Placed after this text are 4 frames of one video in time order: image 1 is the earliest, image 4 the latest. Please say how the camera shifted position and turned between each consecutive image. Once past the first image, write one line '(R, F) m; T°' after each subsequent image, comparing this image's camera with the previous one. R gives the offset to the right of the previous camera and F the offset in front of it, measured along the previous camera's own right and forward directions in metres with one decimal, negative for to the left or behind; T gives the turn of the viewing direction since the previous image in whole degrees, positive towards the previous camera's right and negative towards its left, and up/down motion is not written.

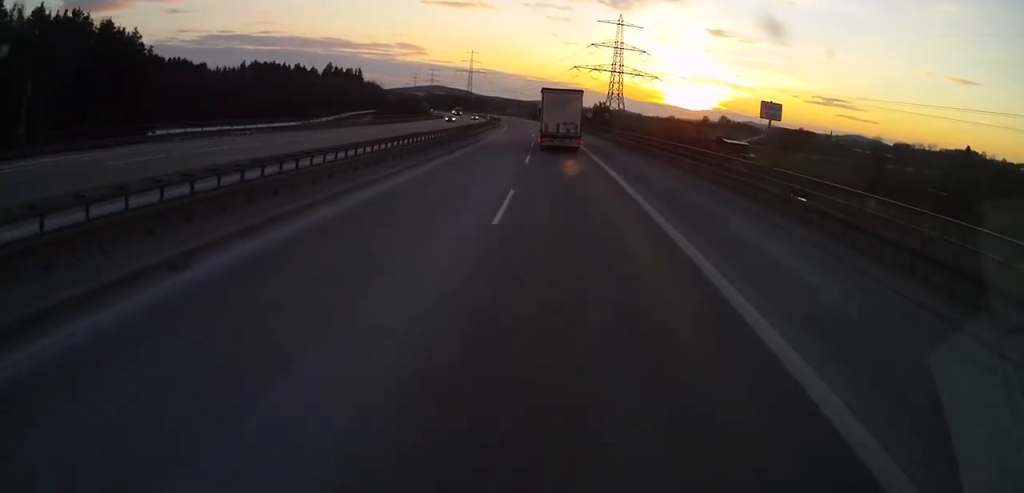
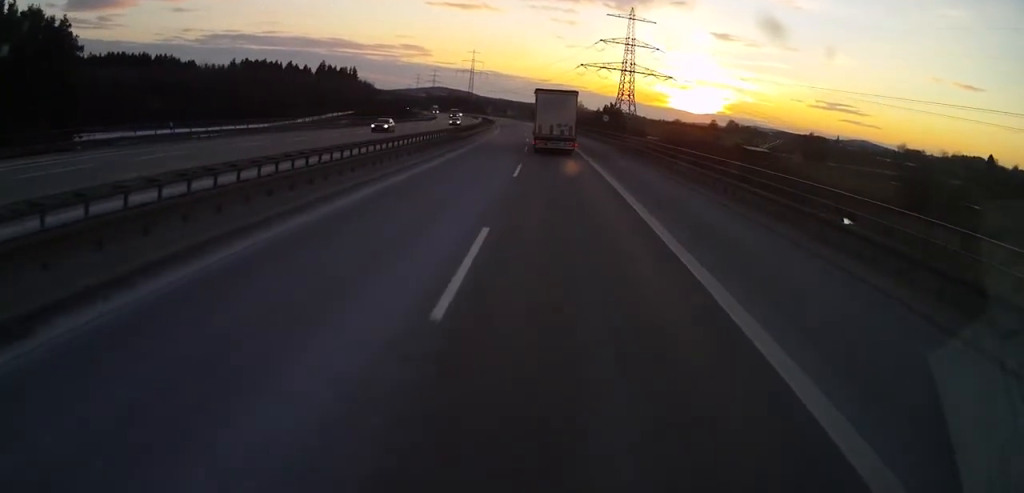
(-0.2, +23.9) m; 0°
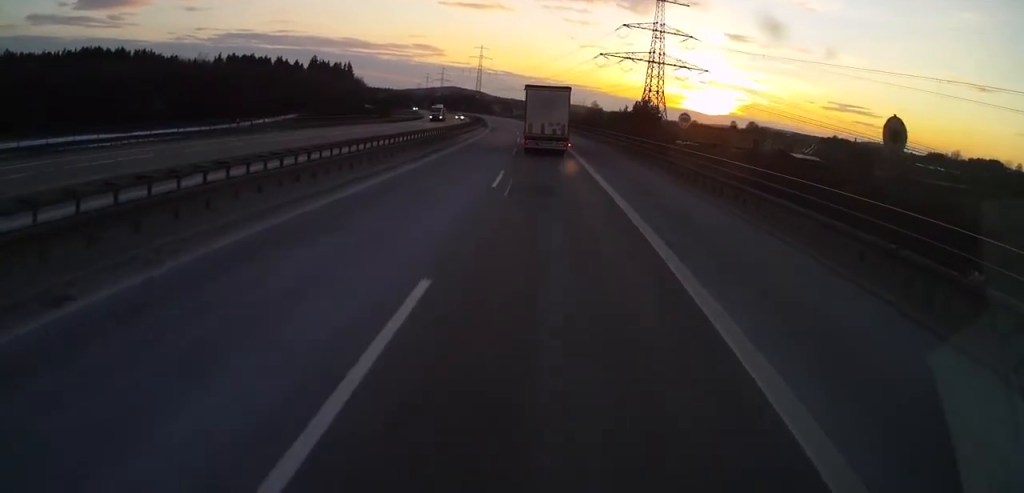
(0.0, +39.7) m; 0°
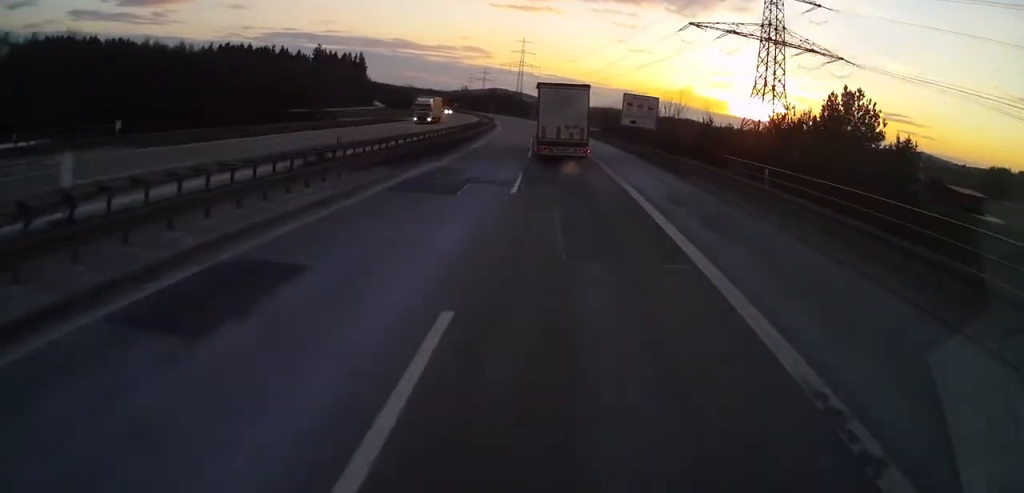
(-2.1, +71.8) m; -4°
